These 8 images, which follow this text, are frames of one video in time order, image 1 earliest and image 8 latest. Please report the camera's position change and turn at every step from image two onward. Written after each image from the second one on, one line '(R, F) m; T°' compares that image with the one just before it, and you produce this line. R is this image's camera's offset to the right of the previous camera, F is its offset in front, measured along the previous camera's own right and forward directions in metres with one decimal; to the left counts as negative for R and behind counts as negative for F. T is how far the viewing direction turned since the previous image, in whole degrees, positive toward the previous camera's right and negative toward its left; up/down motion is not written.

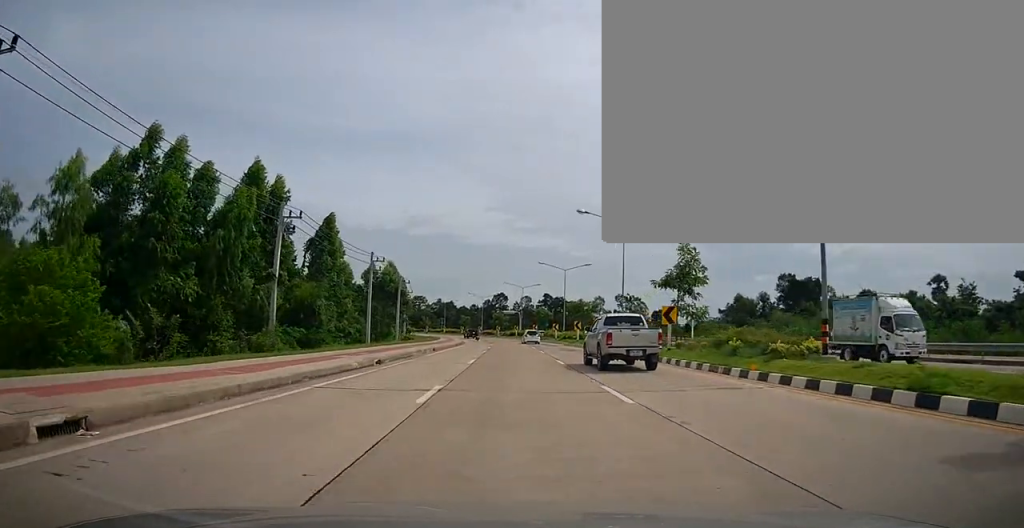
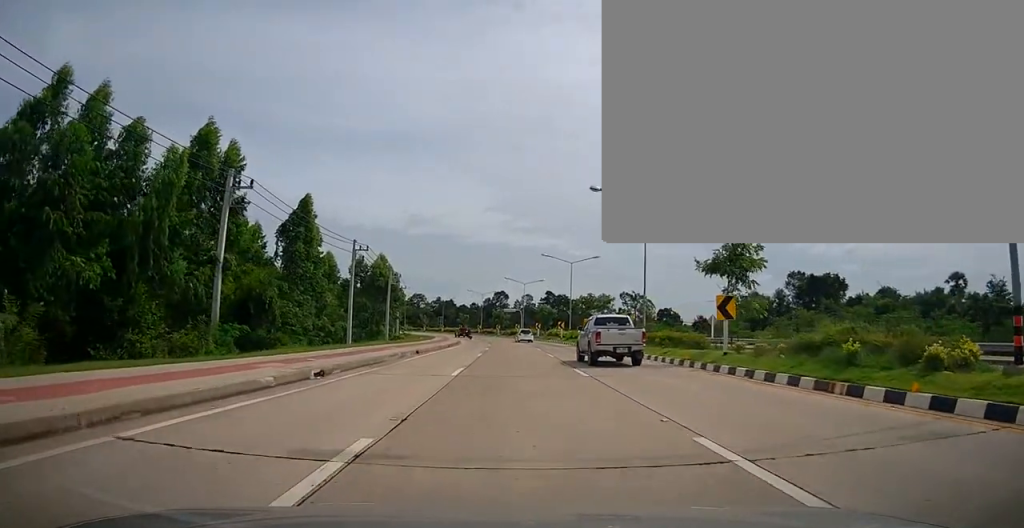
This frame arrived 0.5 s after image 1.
(-0.1, +6.4) m; -1°
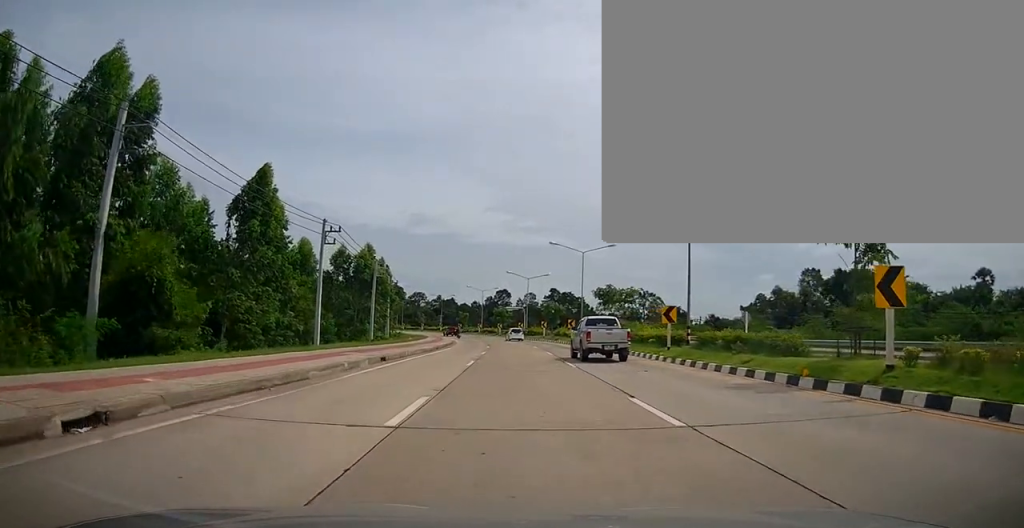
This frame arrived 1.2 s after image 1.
(-0.4, +8.3) m; -2°
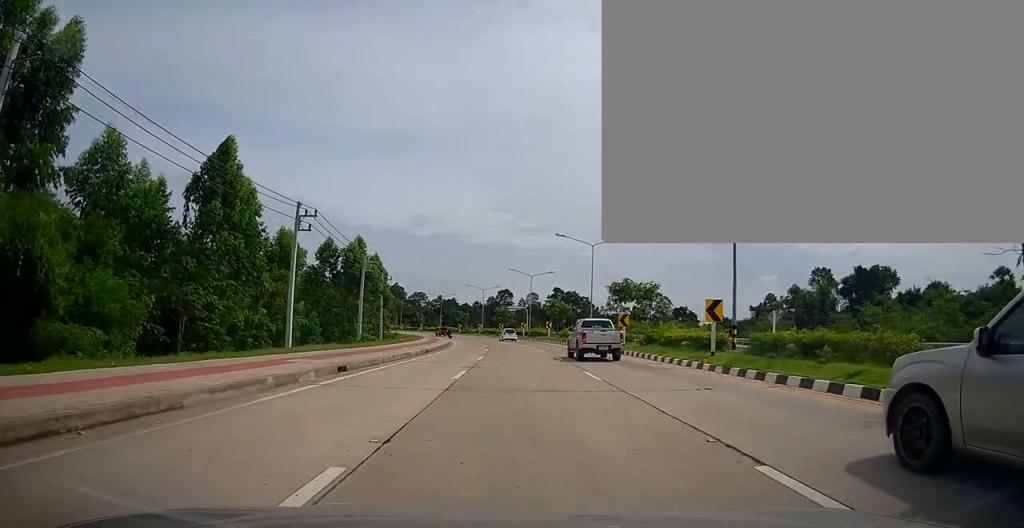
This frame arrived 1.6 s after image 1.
(0.0, +5.3) m; +1°
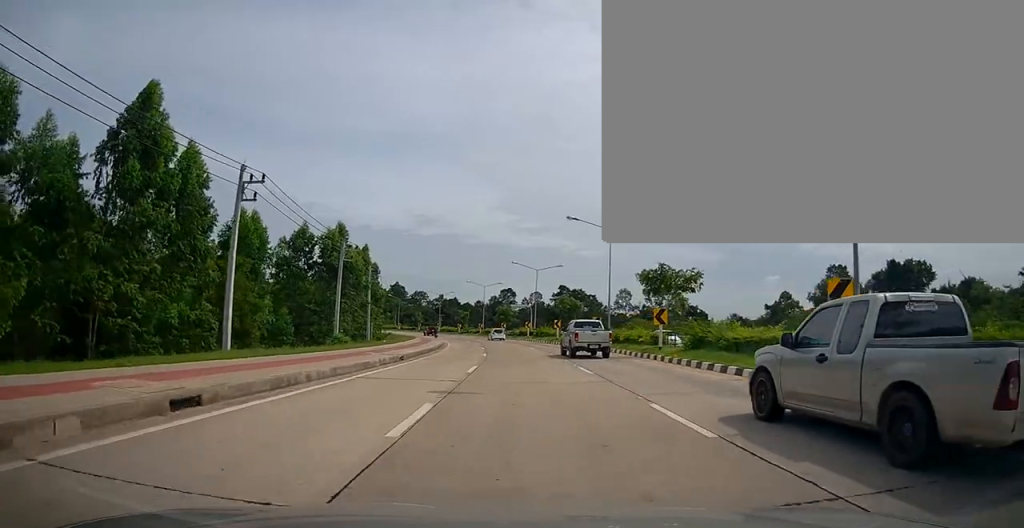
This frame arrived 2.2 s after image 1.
(-0.2, +7.8) m; +2°
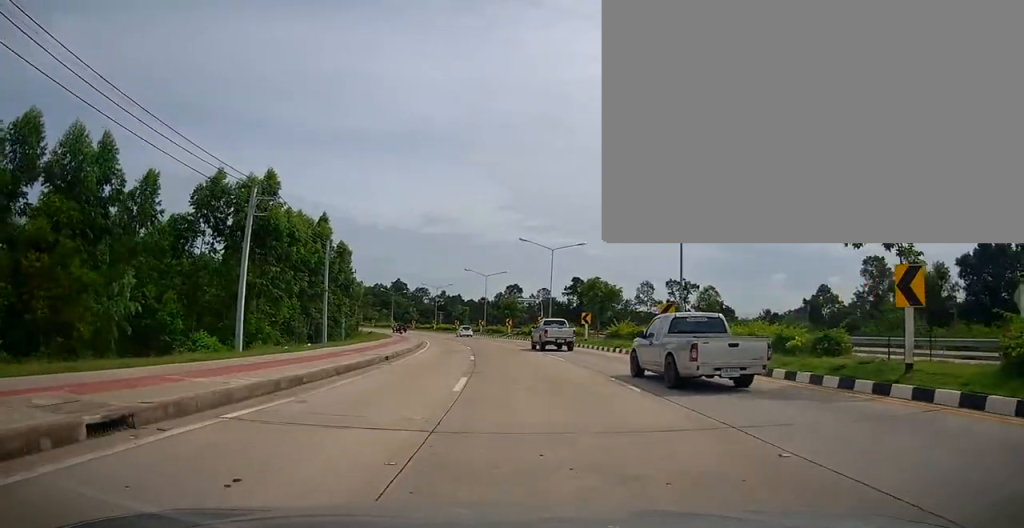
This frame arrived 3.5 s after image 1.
(+0.6, +17.1) m; -1°
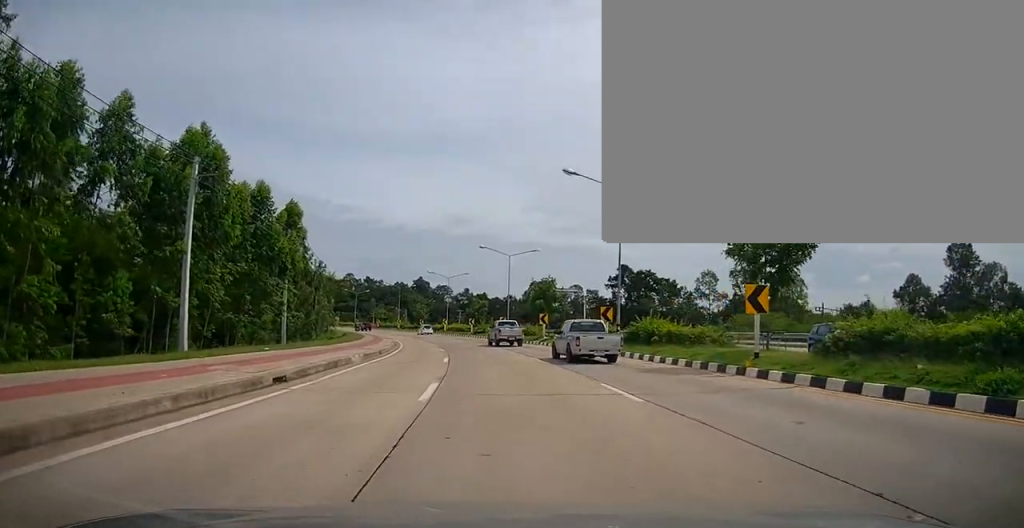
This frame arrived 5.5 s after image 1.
(-1.1, +24.5) m; -4°
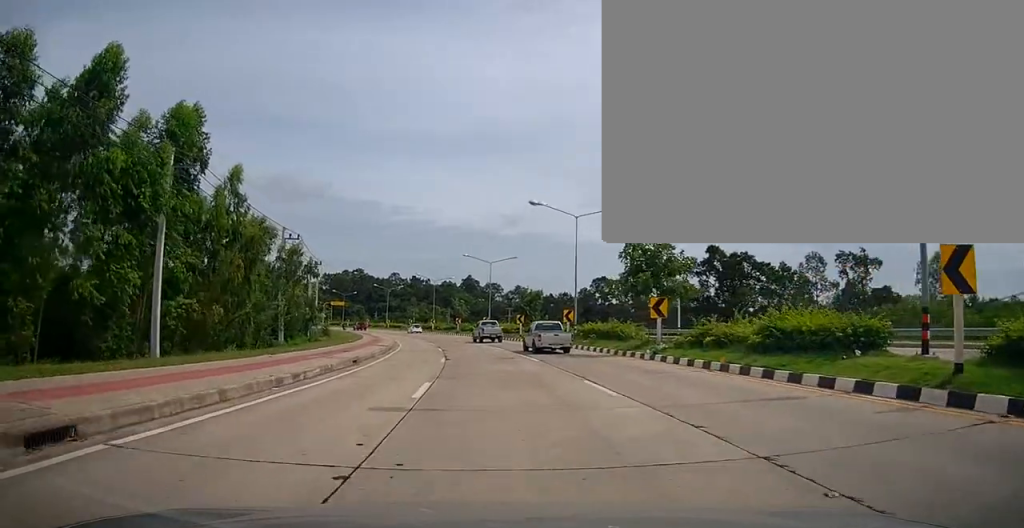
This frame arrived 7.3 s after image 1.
(-1.3, +21.7) m; -7°
